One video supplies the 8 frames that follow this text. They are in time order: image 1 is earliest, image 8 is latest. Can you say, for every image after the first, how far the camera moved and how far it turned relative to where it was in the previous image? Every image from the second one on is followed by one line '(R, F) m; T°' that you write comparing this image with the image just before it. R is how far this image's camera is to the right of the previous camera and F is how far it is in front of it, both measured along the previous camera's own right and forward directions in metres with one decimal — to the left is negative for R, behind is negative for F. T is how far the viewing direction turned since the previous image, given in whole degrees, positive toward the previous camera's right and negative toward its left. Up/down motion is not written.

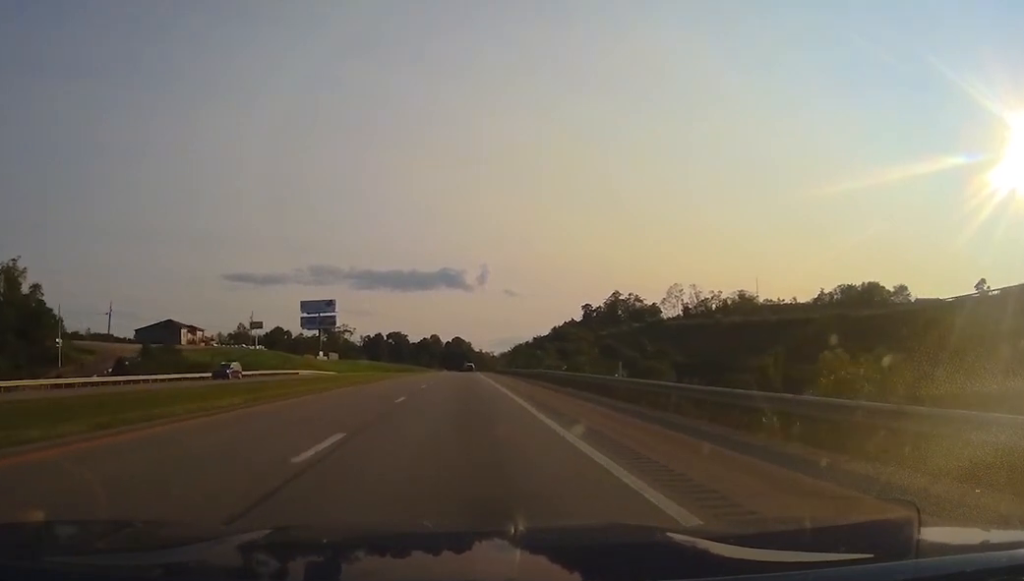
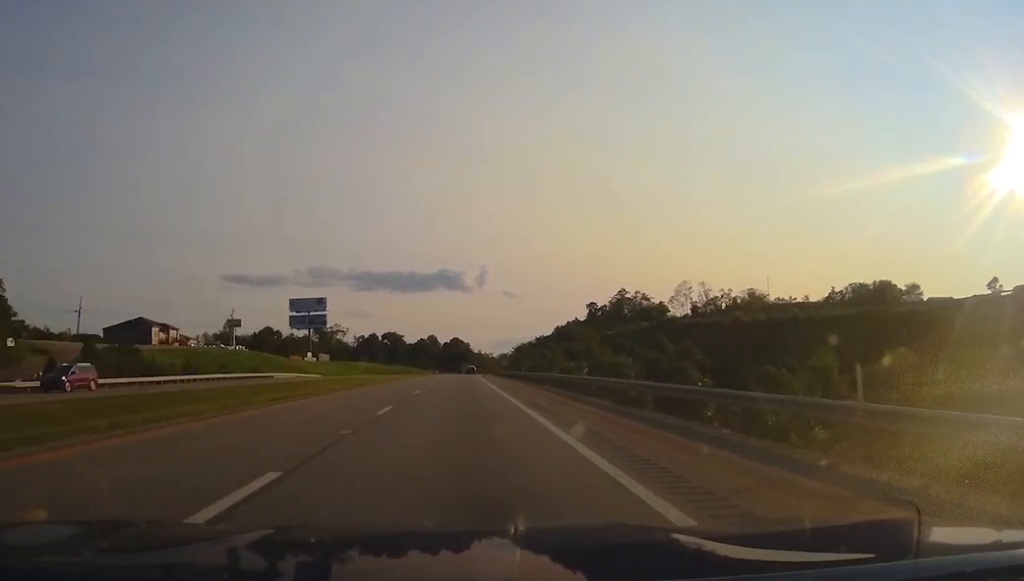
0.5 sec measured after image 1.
(0.0, +16.1) m; 0°
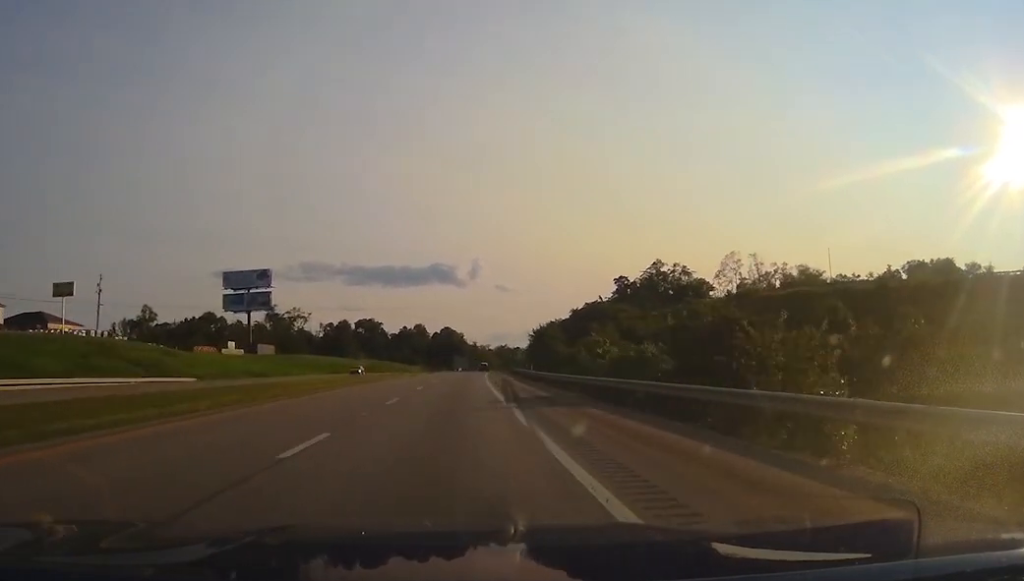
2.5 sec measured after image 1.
(+0.2, +68.9) m; +1°
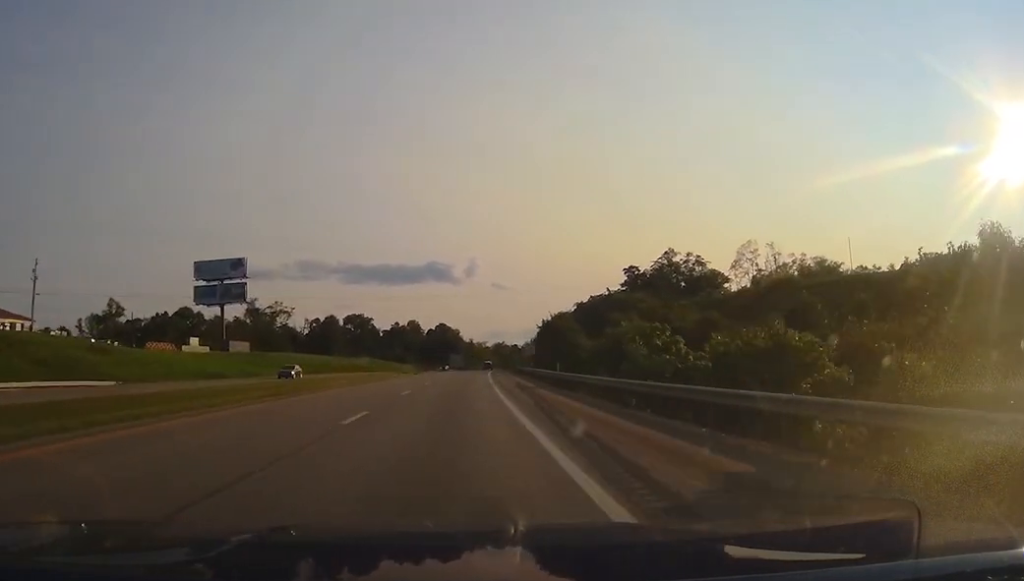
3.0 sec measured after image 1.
(+0.2, +19.5) m; +1°
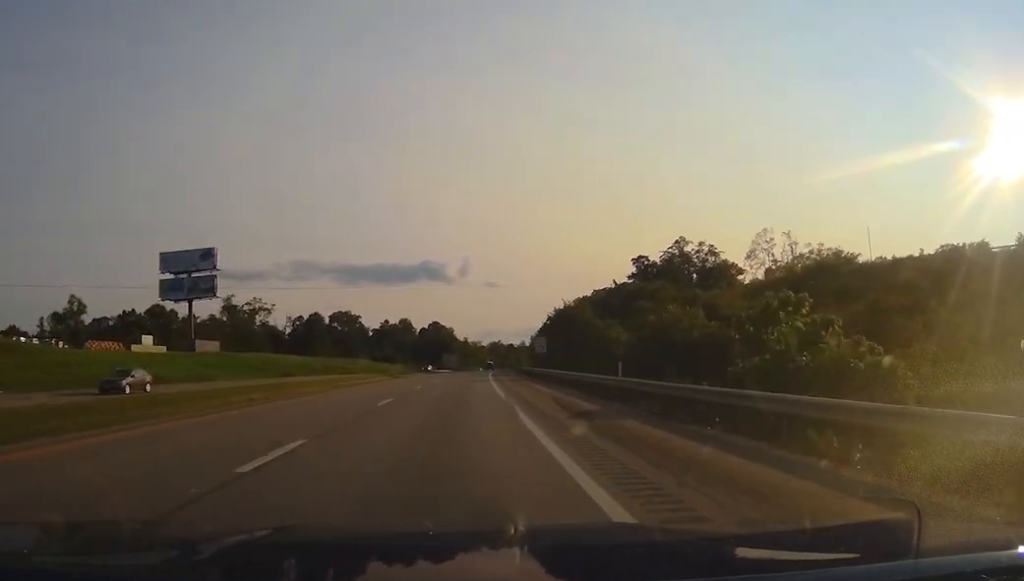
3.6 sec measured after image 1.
(+0.1, +18.4) m; +1°
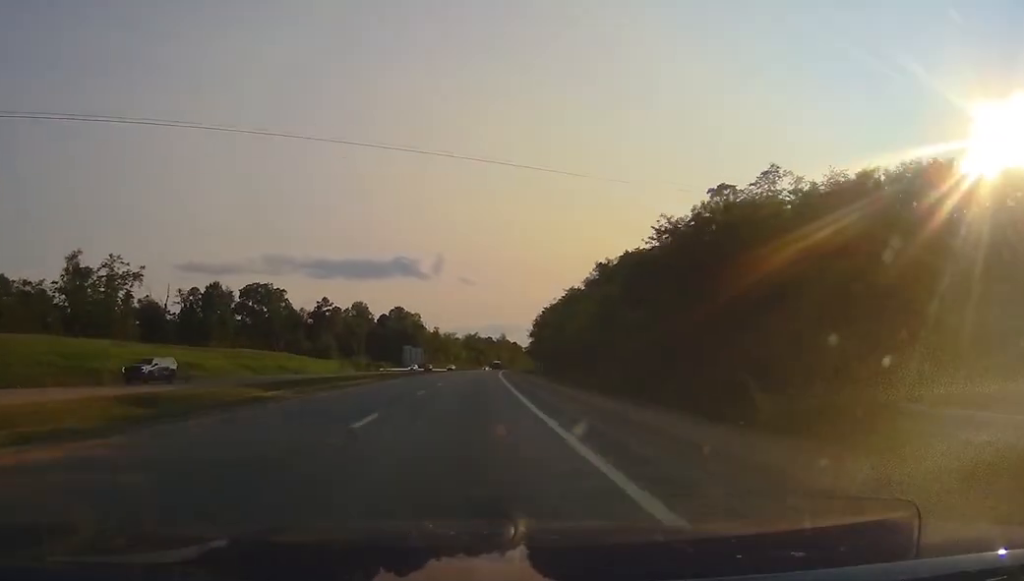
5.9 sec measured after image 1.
(+1.4, +79.9) m; +2°
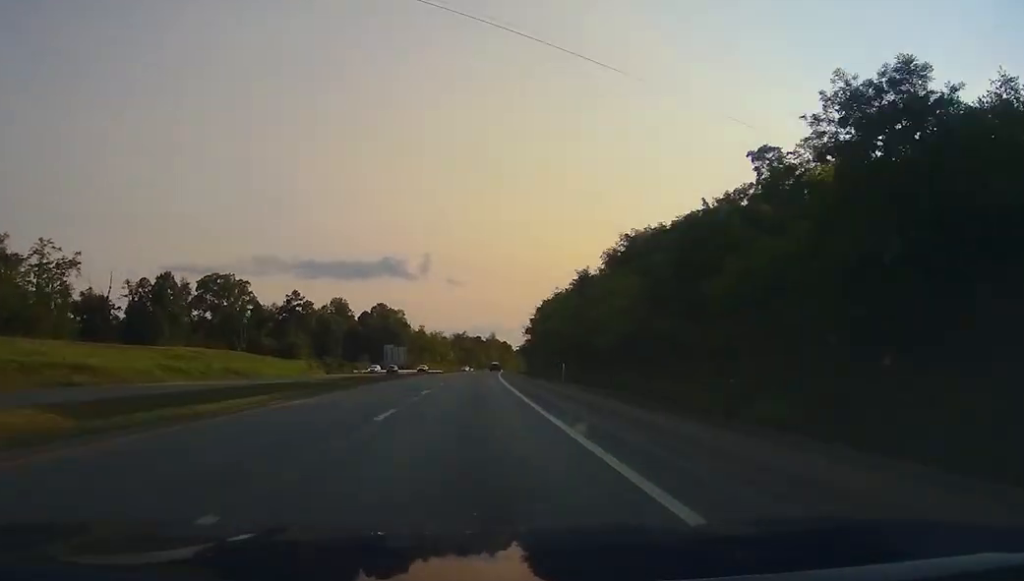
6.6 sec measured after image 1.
(0.0, +22.6) m; +1°
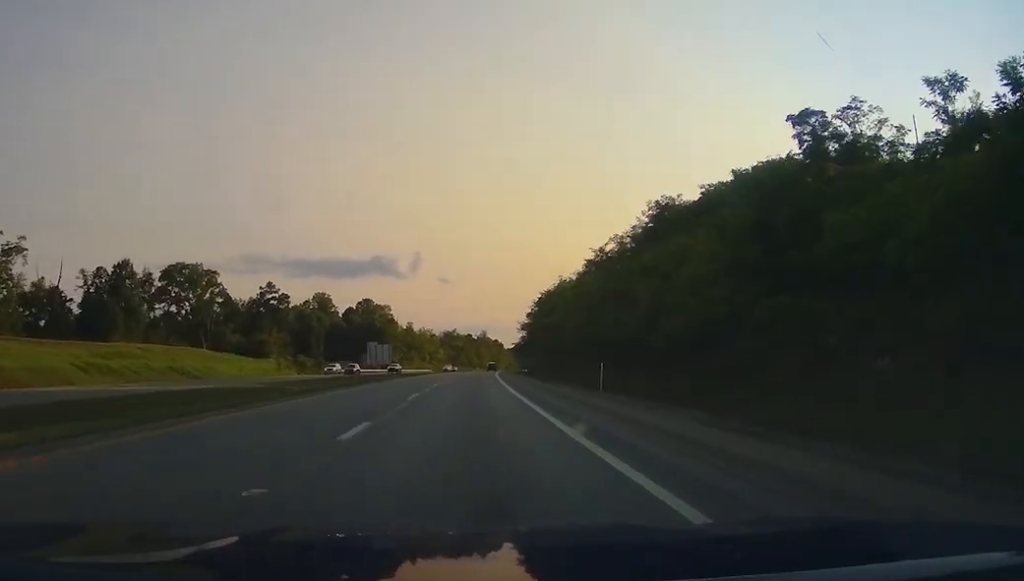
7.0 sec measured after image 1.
(-0.1, +15.8) m; +1°
